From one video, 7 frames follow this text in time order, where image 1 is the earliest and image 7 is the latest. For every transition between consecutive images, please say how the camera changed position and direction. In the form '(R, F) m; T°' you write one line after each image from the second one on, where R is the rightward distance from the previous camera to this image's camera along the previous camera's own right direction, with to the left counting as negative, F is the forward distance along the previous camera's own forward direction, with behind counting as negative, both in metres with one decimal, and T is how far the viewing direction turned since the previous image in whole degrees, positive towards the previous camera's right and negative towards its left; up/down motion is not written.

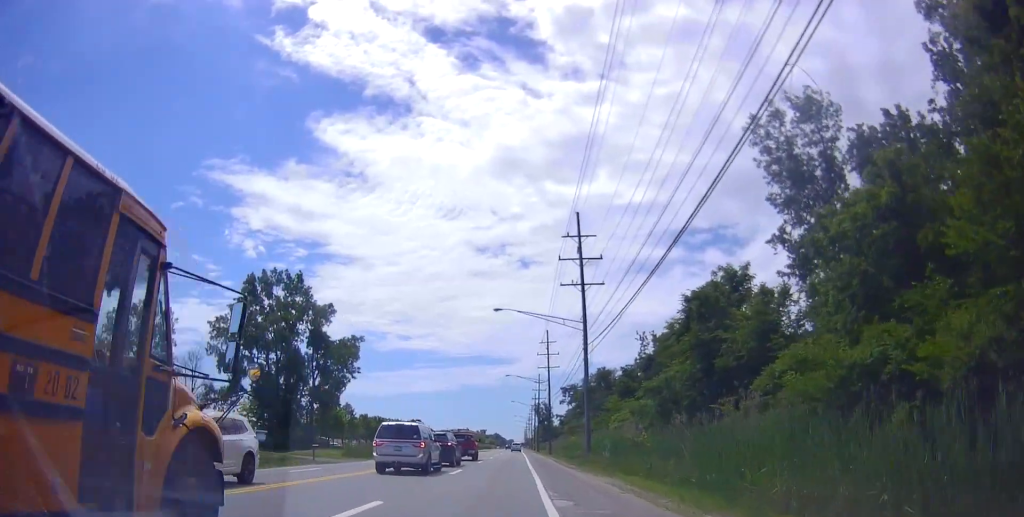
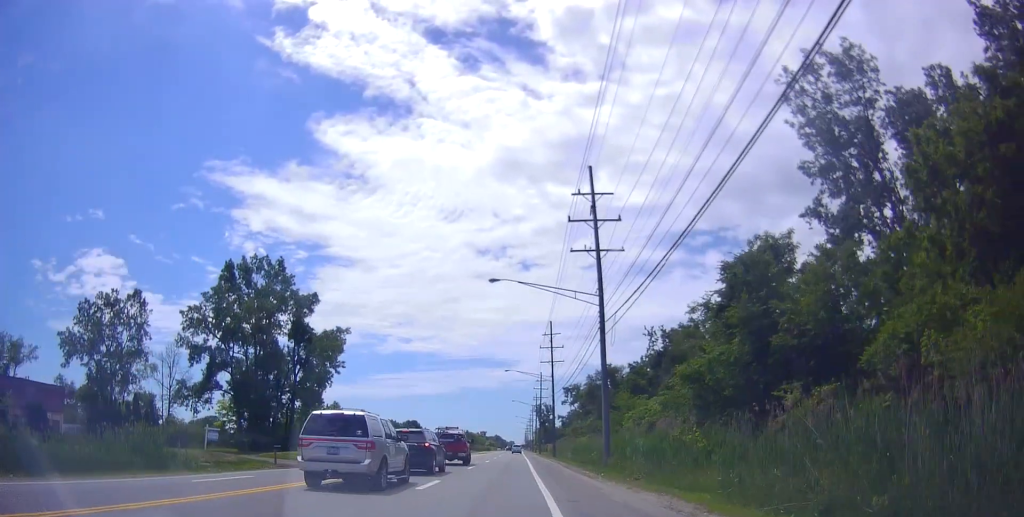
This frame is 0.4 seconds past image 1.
(+0.3, +7.7) m; +1°
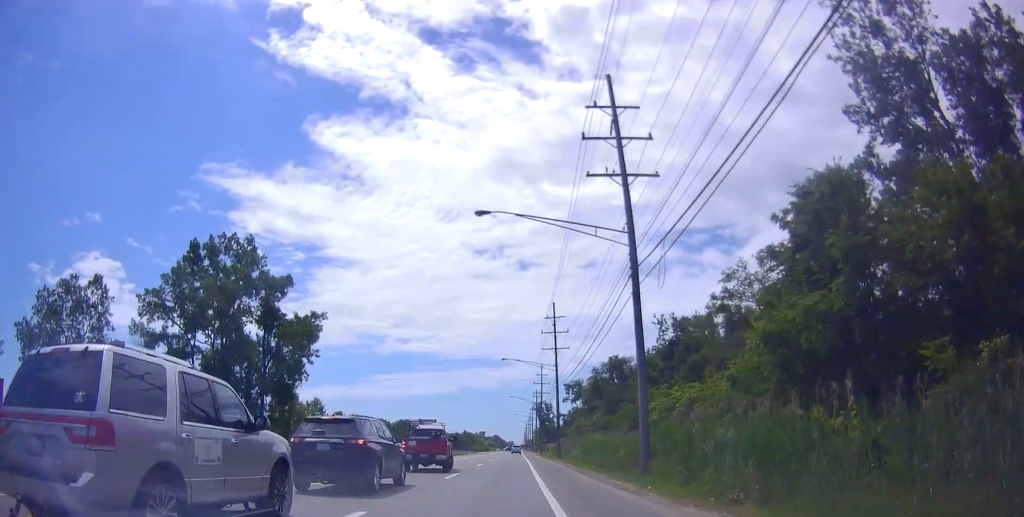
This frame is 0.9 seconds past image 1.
(+0.2, +9.7) m; +1°
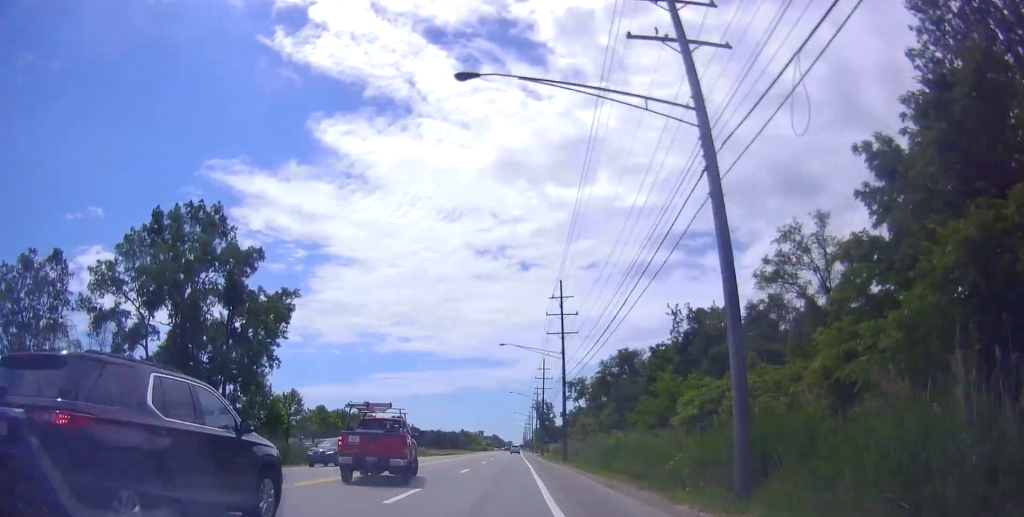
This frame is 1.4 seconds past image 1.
(0.0, +9.6) m; 0°
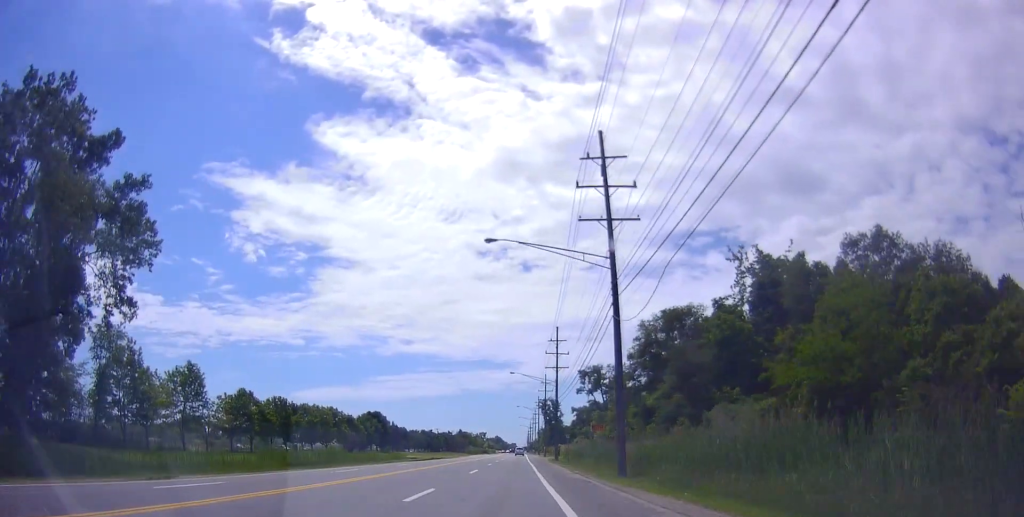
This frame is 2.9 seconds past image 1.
(-0.3, +29.0) m; -1°
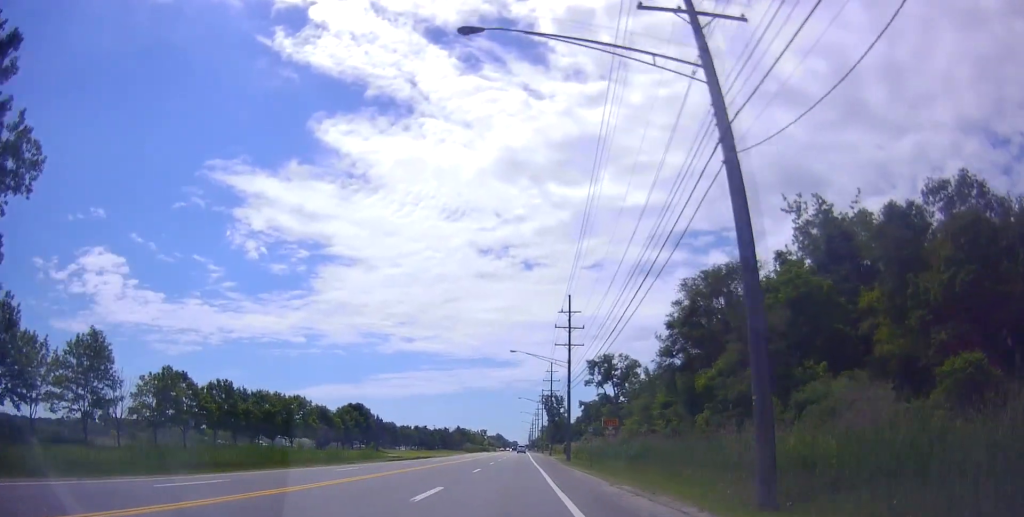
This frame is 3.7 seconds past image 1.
(0.0, +15.5) m; 0°
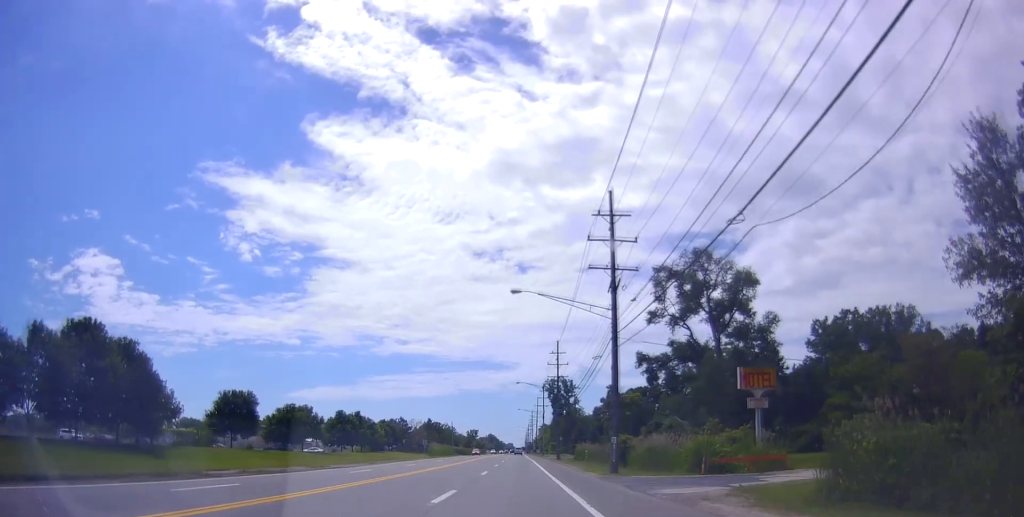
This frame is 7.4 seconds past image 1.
(-0.4, +74.3) m; 0°
